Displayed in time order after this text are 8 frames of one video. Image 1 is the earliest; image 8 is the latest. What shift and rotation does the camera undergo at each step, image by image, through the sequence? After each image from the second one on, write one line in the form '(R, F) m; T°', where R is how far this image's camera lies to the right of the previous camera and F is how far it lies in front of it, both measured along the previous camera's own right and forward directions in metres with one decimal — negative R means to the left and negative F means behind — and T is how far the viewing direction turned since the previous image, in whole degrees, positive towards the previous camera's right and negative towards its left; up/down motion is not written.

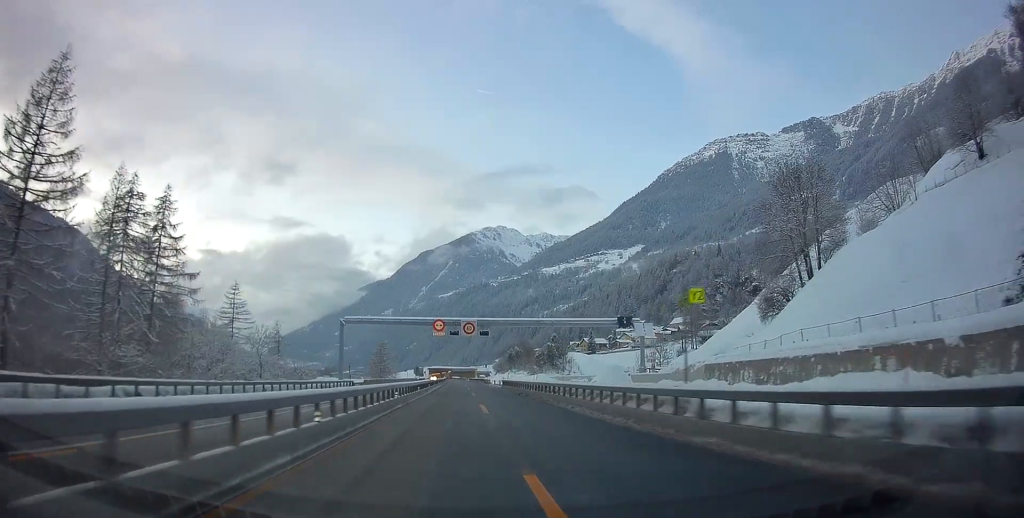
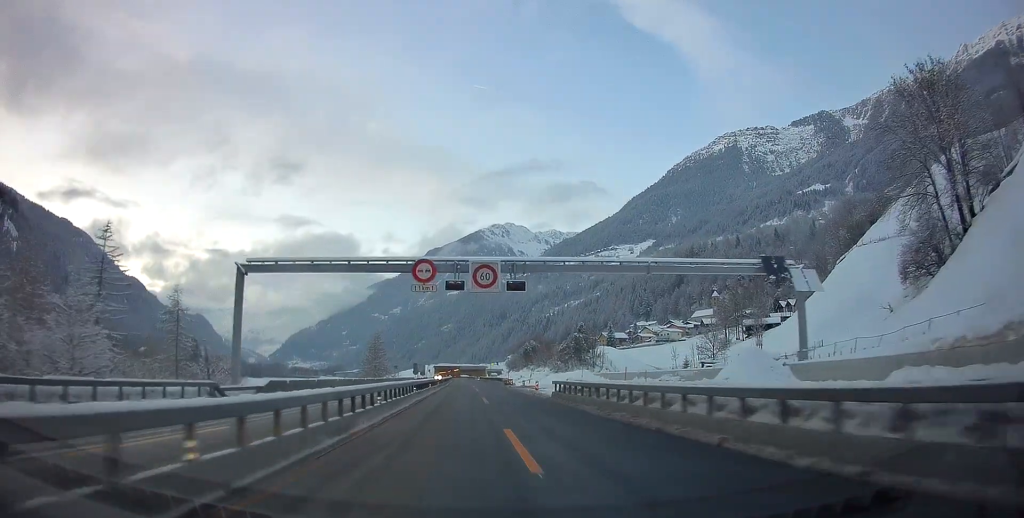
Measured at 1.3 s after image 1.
(-0.6, +30.7) m; -1°
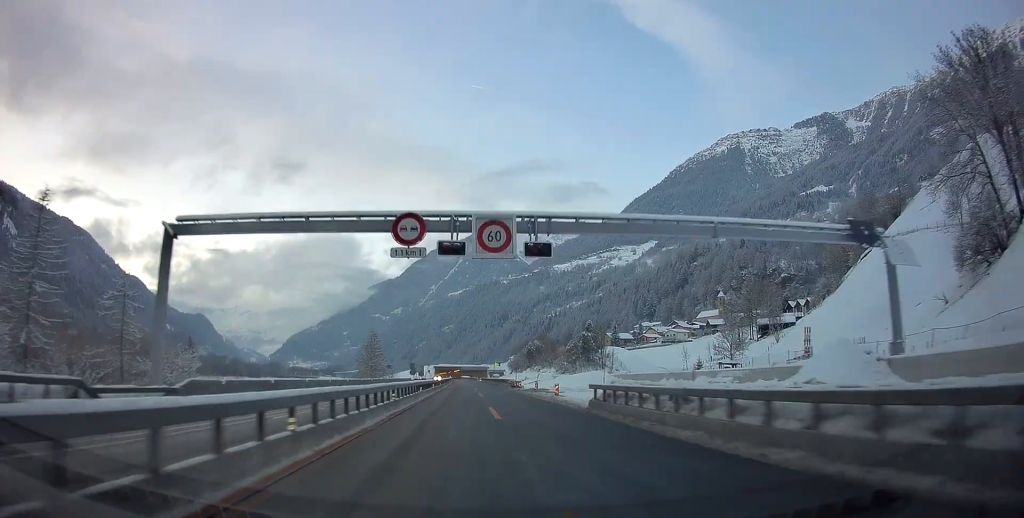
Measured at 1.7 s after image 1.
(+0.1, +9.4) m; 0°
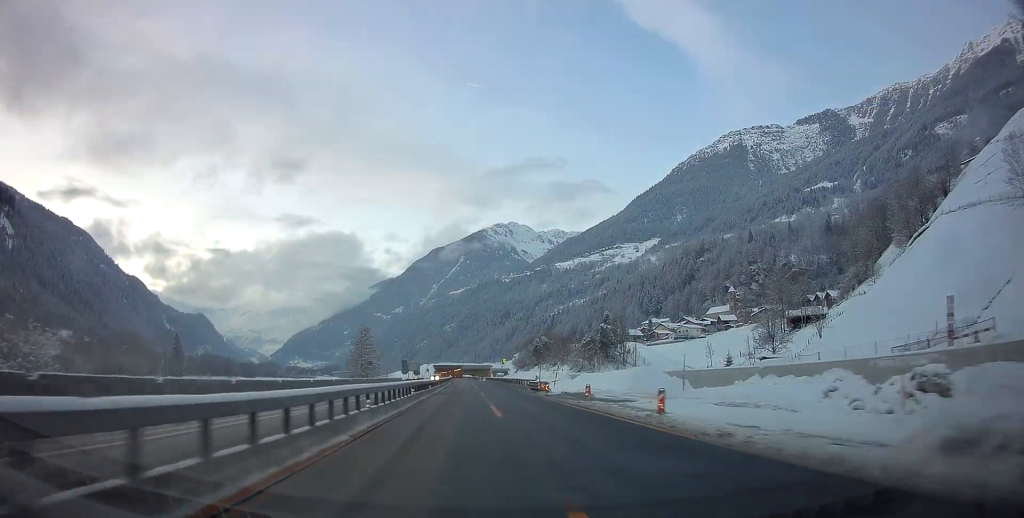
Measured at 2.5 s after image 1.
(+0.1, +17.4) m; 0°
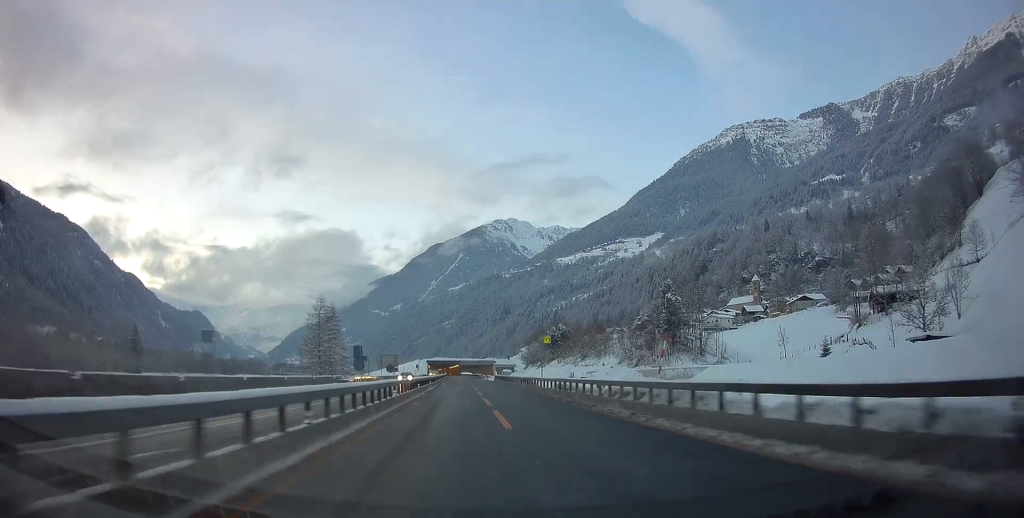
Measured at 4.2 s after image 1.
(-0.1, +42.0) m; 0°
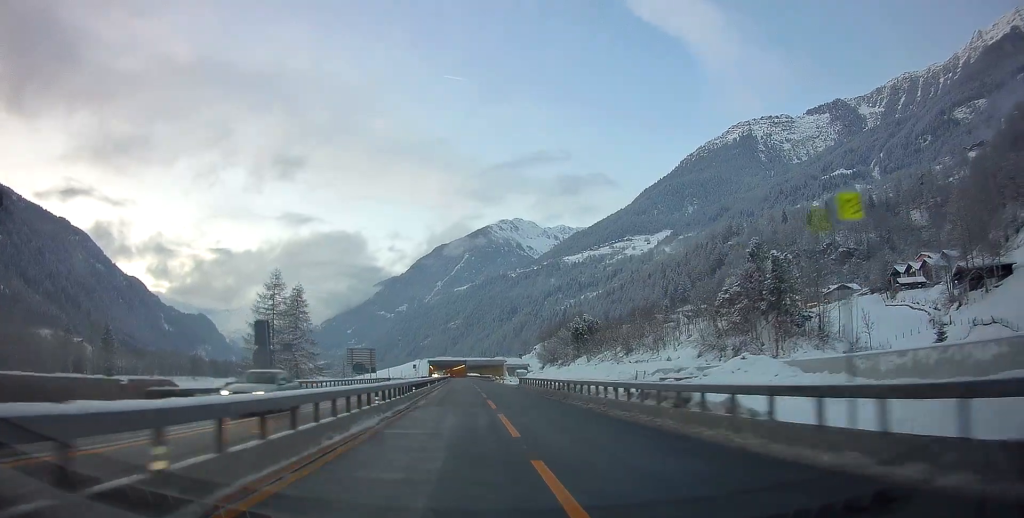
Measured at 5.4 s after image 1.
(0.0, +28.5) m; 0°
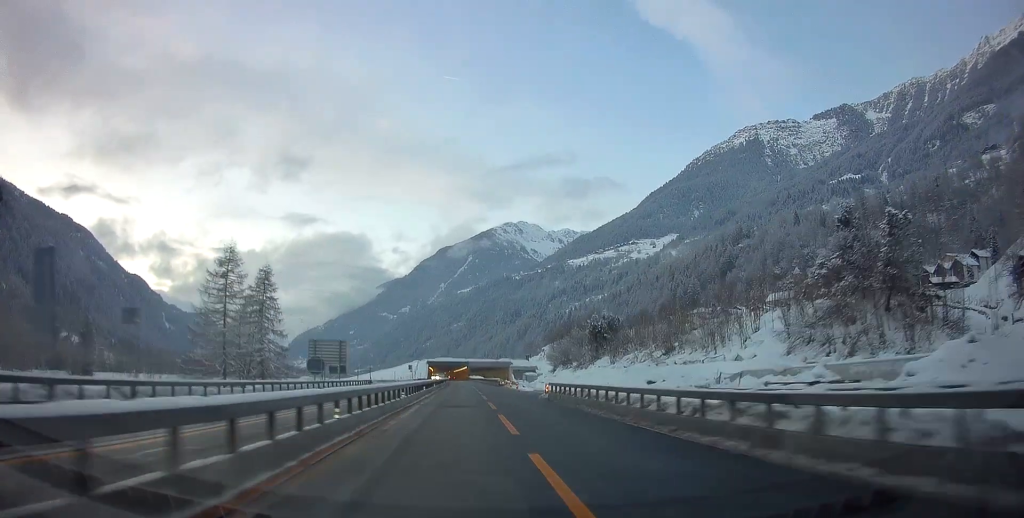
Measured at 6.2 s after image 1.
(0.0, +17.5) m; 0°
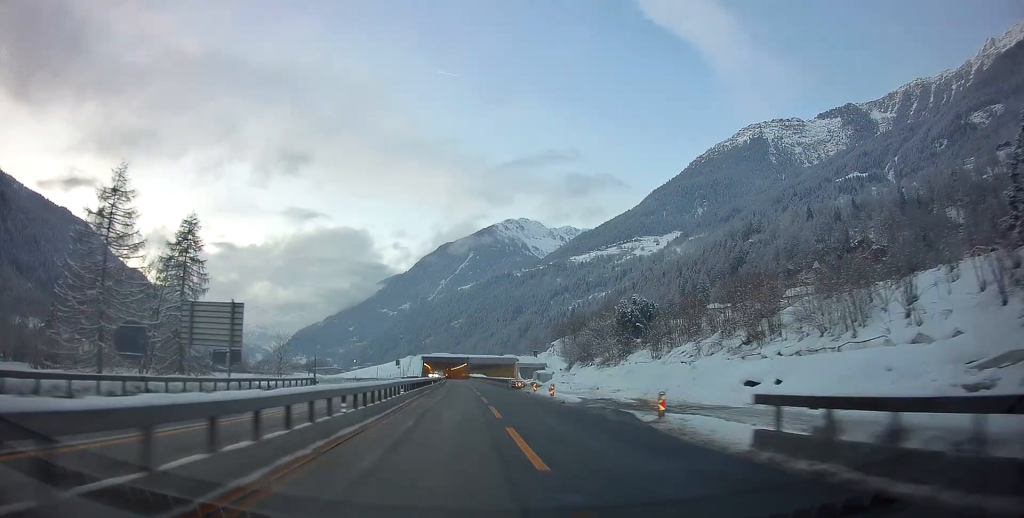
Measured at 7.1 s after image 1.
(0.0, +23.0) m; -1°
